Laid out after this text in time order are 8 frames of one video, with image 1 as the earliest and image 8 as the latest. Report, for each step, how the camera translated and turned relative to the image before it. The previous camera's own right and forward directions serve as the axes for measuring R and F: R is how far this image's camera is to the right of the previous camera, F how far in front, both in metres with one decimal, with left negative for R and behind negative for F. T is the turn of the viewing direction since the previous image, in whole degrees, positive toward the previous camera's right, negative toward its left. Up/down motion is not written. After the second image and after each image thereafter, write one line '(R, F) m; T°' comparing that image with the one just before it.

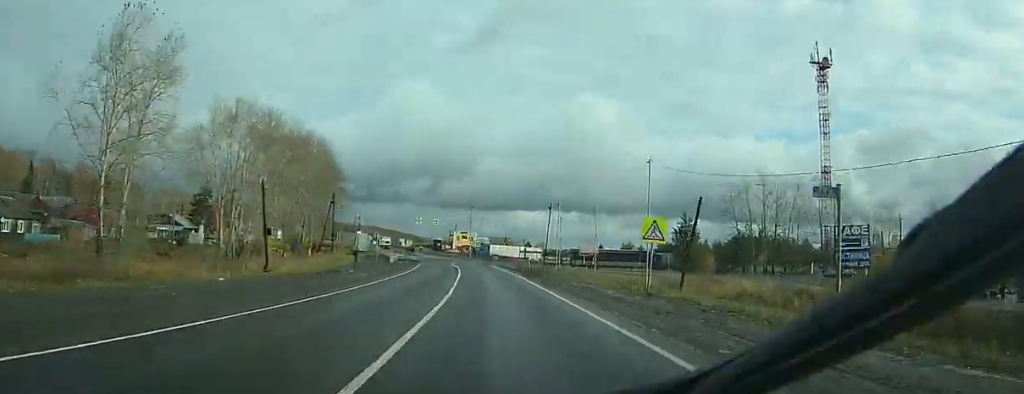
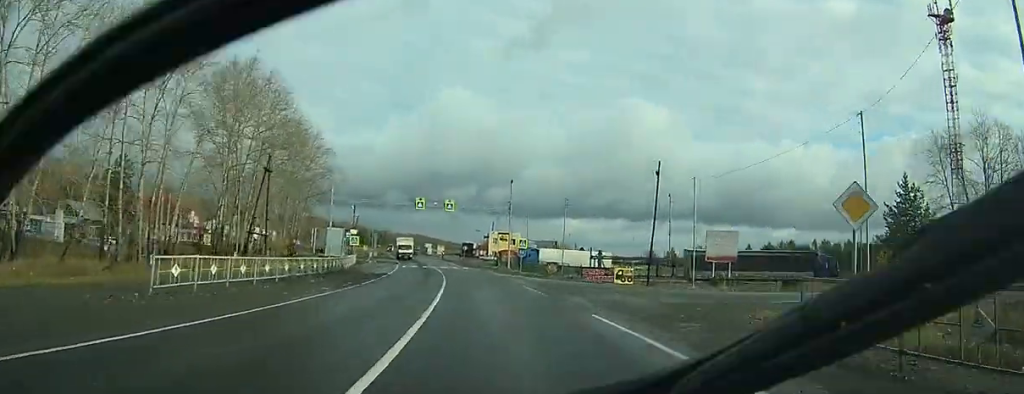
(-2.4, +48.8) m; -5°
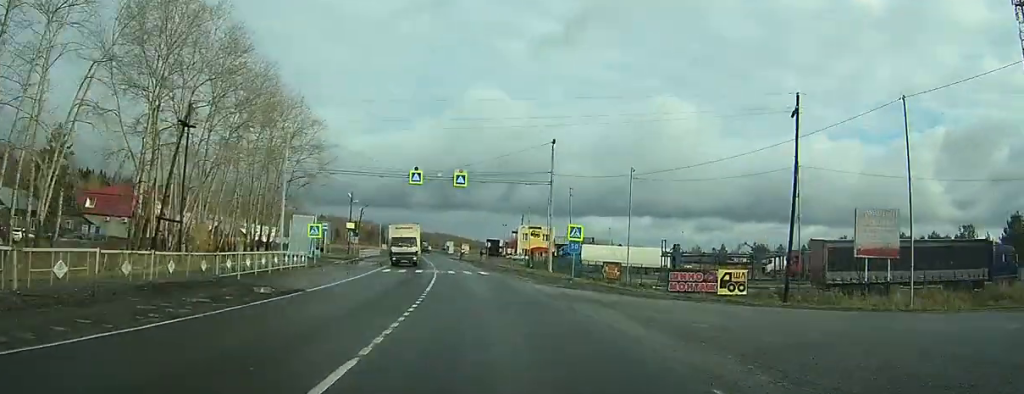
(-0.5, +20.8) m; -8°
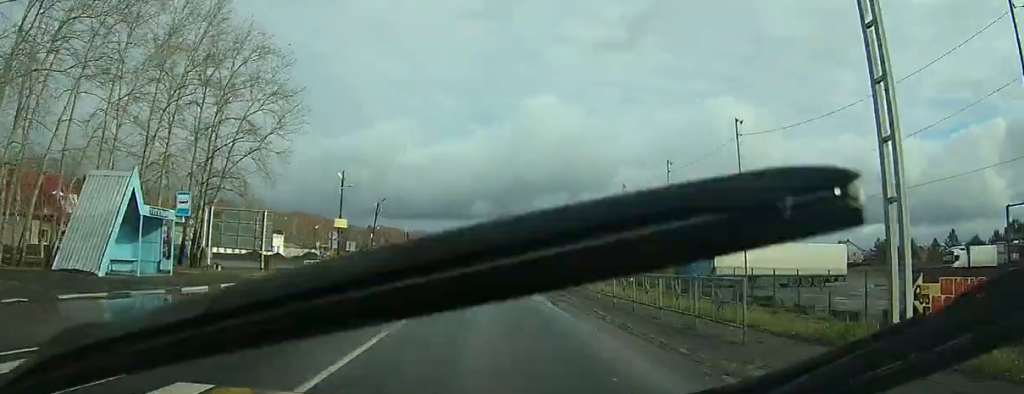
(-4.3, +29.5) m; -18°
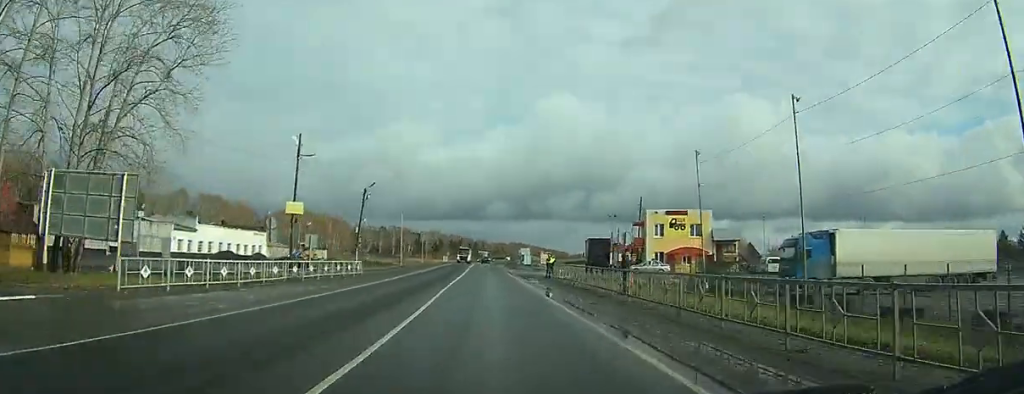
(-1.4, +15.0) m; -5°
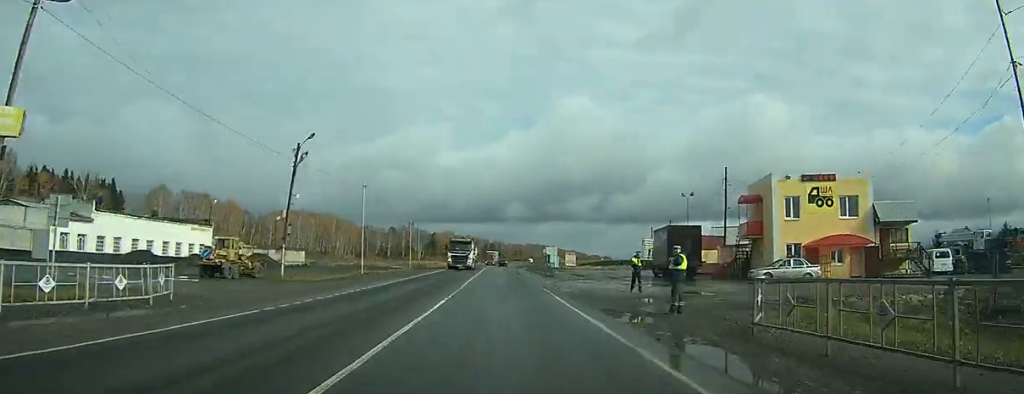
(-2.8, +23.7) m; +13°
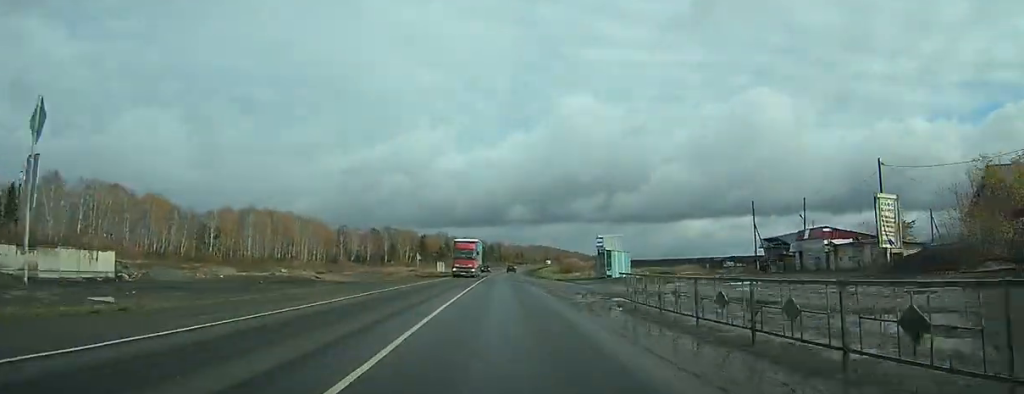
(+21.3, +60.0) m; +19°
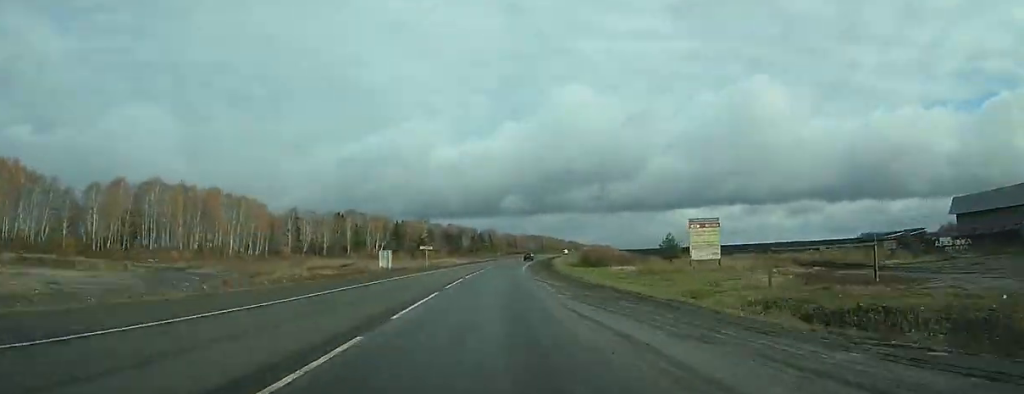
(-7.6, +77.1) m; -11°
